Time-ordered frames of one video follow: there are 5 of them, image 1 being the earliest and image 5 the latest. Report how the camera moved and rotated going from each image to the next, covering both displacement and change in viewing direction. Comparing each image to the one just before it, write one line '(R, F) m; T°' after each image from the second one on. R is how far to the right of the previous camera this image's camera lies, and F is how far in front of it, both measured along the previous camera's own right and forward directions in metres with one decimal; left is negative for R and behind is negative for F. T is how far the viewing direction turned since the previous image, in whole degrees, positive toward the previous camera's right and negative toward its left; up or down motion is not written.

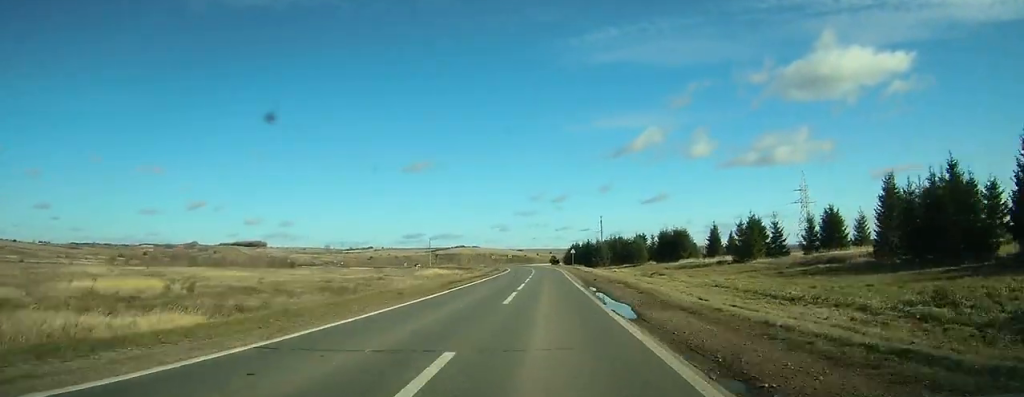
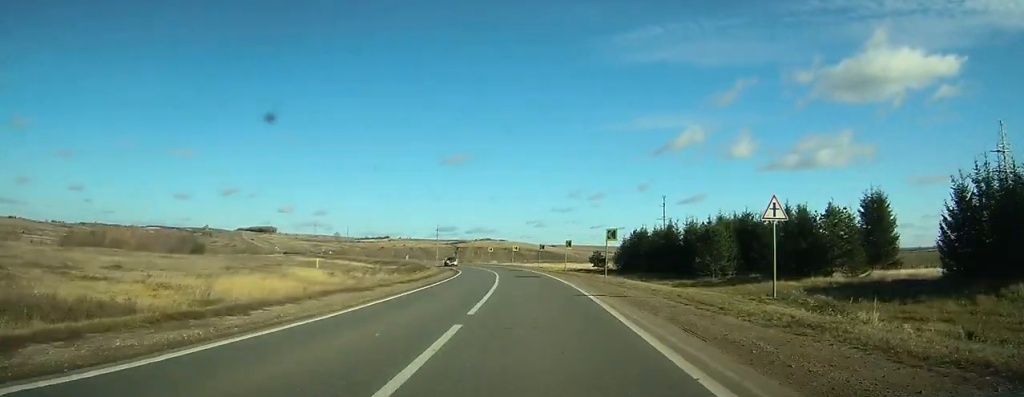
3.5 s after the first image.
(-1.5, +89.1) m; -3°
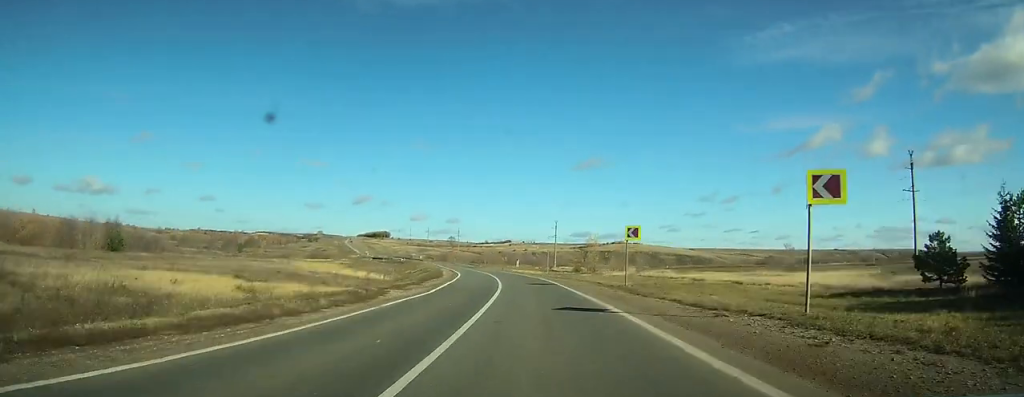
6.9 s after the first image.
(-6.1, +82.7) m; -11°
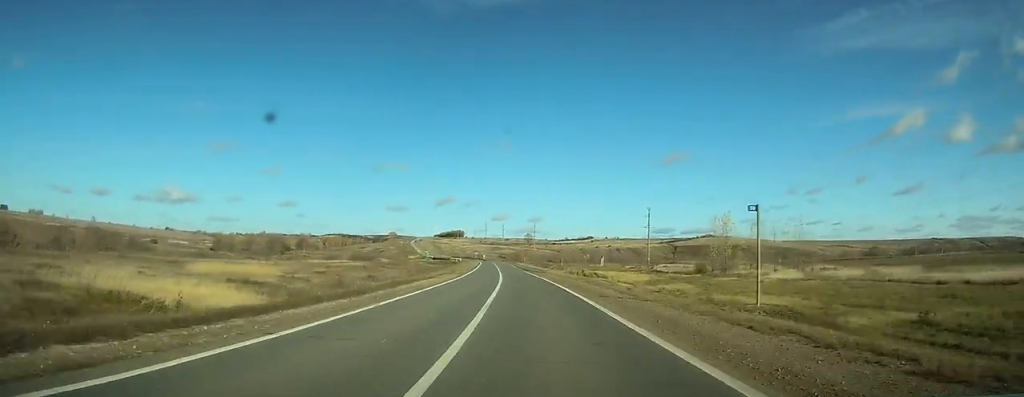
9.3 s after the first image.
(-5.2, +56.5) m; -9°
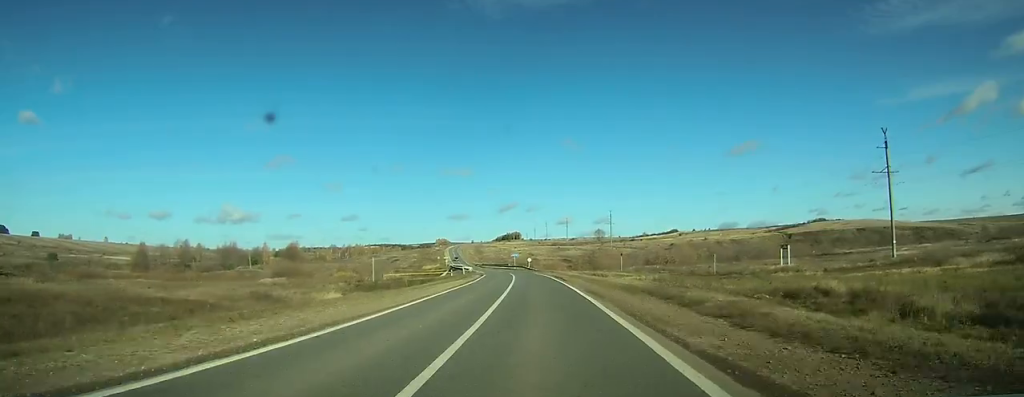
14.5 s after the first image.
(-12.3, +133.6) m; -8°
